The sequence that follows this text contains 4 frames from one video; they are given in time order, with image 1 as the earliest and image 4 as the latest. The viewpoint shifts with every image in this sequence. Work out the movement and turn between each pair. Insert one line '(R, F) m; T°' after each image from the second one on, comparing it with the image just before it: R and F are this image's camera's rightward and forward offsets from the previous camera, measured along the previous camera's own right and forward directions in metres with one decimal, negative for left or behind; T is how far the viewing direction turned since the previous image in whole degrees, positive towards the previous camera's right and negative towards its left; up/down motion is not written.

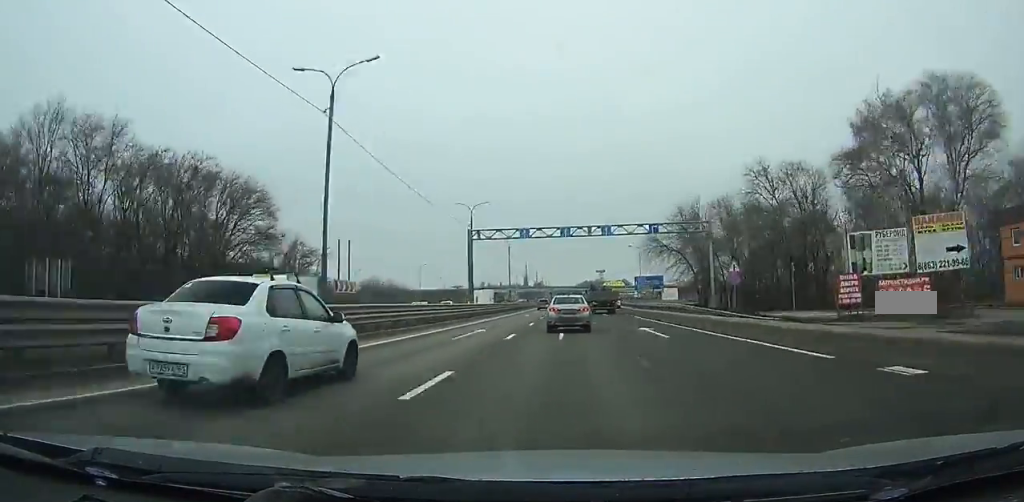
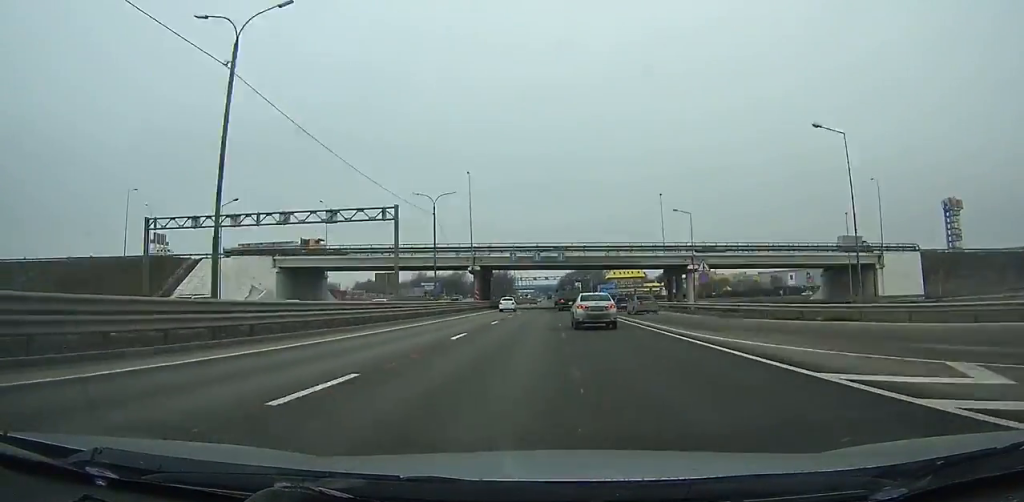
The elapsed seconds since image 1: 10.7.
(+0.1, +215.0) m; 0°
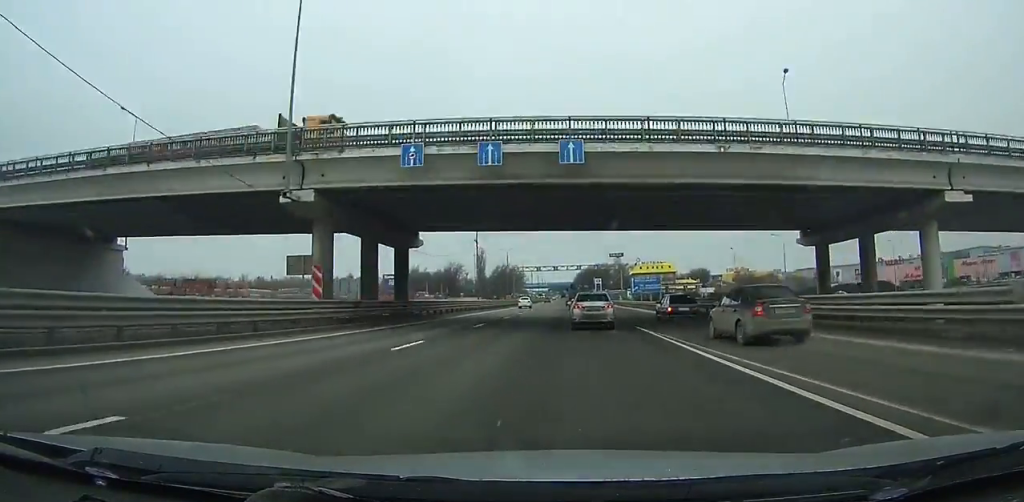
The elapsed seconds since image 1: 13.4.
(-0.1, +52.3) m; 0°
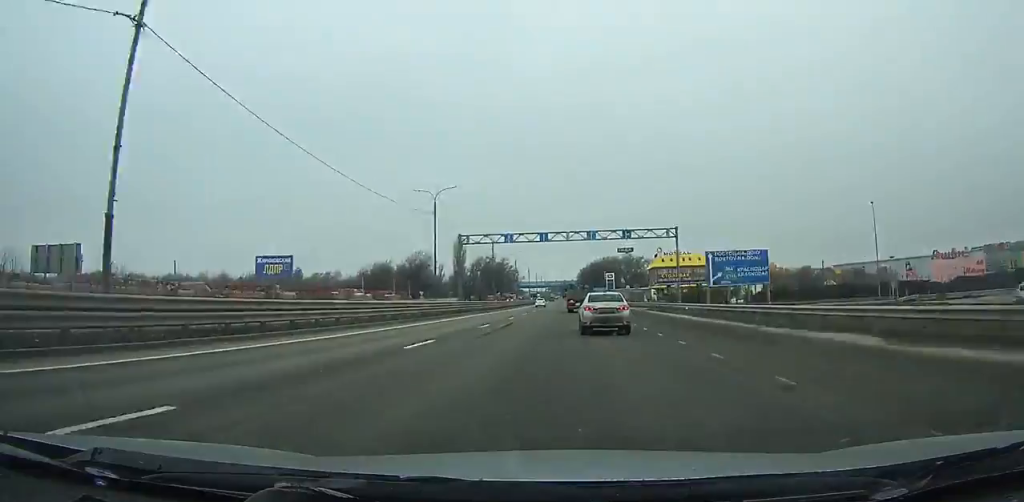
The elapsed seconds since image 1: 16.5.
(+0.1, +57.0) m; 0°
